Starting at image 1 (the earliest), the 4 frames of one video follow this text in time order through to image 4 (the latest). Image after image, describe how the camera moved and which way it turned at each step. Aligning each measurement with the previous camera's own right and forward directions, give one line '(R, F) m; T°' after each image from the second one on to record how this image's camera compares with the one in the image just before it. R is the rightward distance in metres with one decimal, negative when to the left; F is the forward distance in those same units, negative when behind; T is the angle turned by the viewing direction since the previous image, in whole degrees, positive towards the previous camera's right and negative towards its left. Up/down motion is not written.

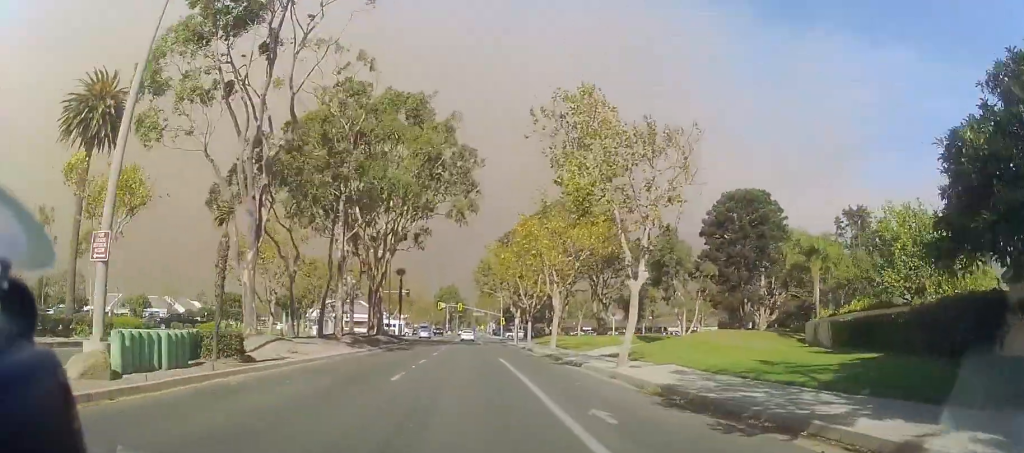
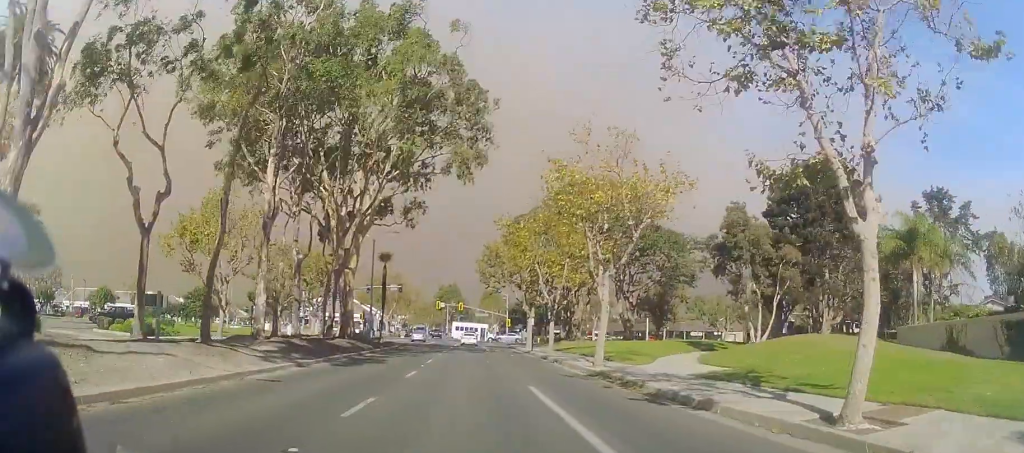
(+0.5, +12.3) m; +2°
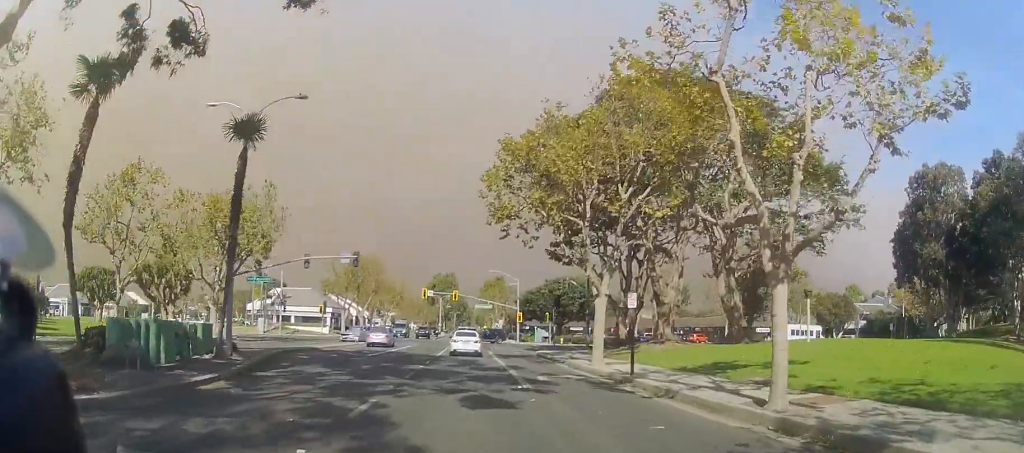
(-1.3, +28.8) m; -3°
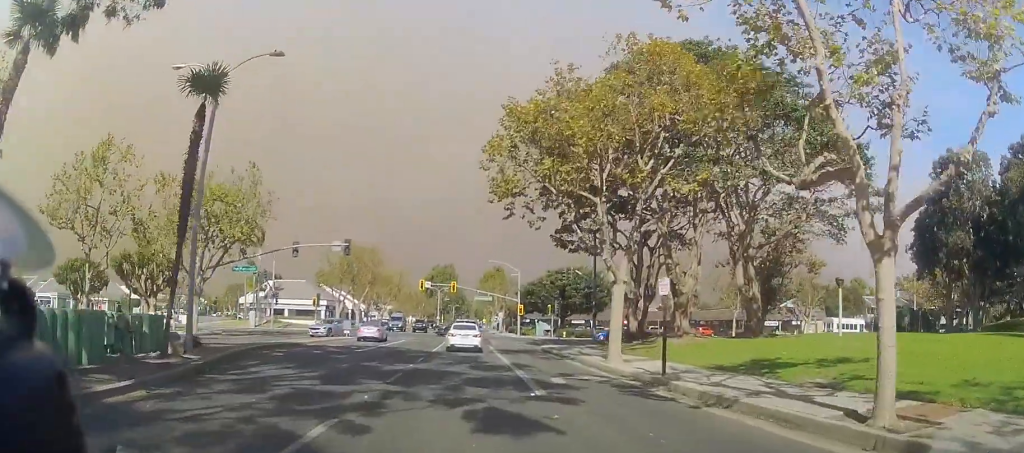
(0.0, +3.2) m; 0°
